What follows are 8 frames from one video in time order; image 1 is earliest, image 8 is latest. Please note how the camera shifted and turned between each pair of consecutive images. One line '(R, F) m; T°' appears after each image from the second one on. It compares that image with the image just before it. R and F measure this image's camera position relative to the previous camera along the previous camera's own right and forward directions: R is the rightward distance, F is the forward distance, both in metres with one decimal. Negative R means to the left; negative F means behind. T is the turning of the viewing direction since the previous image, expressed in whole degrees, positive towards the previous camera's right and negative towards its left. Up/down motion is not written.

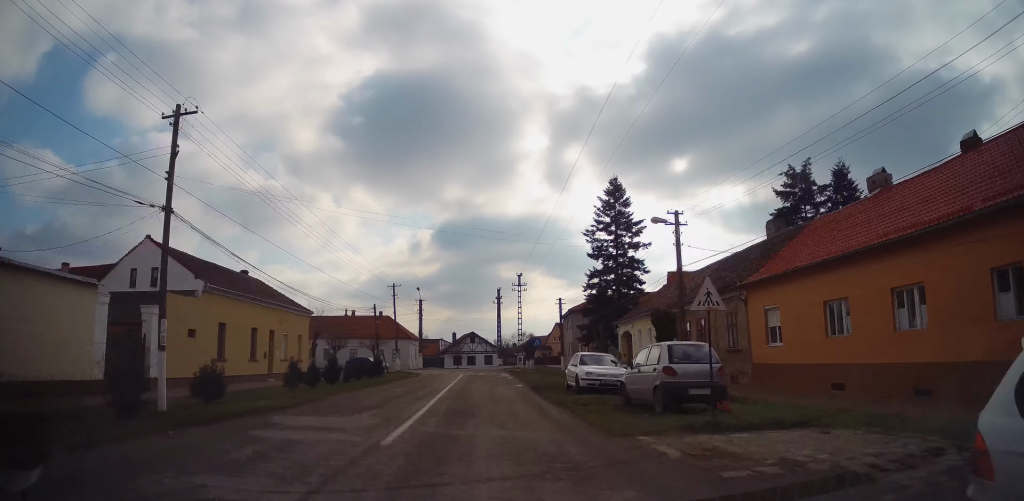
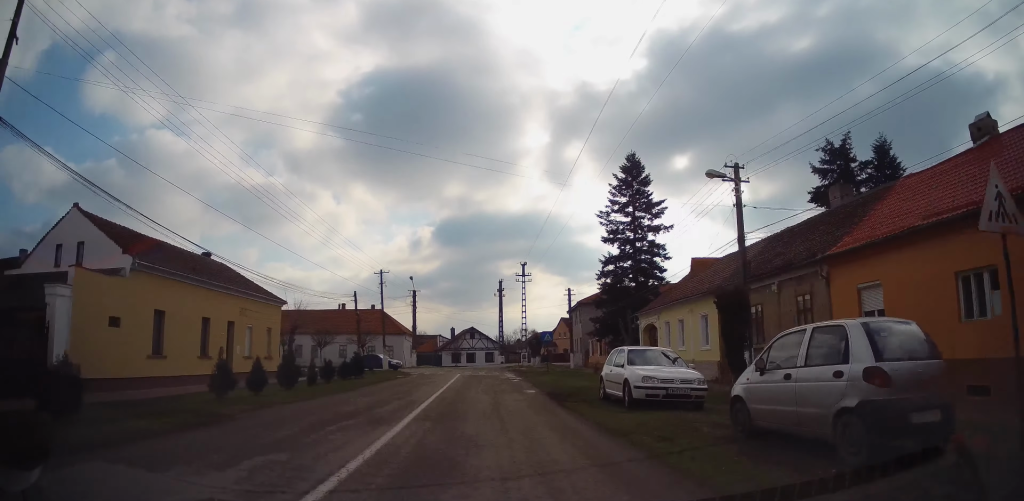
(+0.2, +6.0) m; 0°
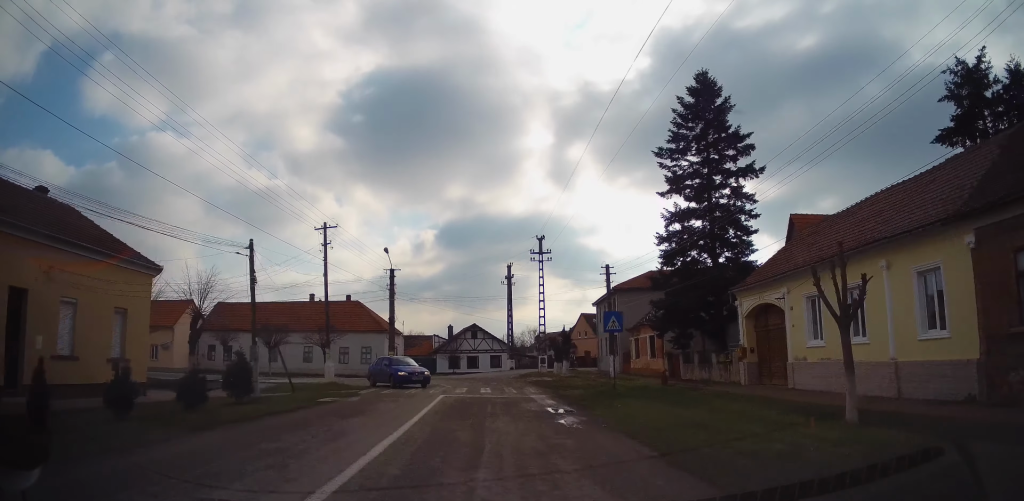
(0.0, +15.9) m; 0°
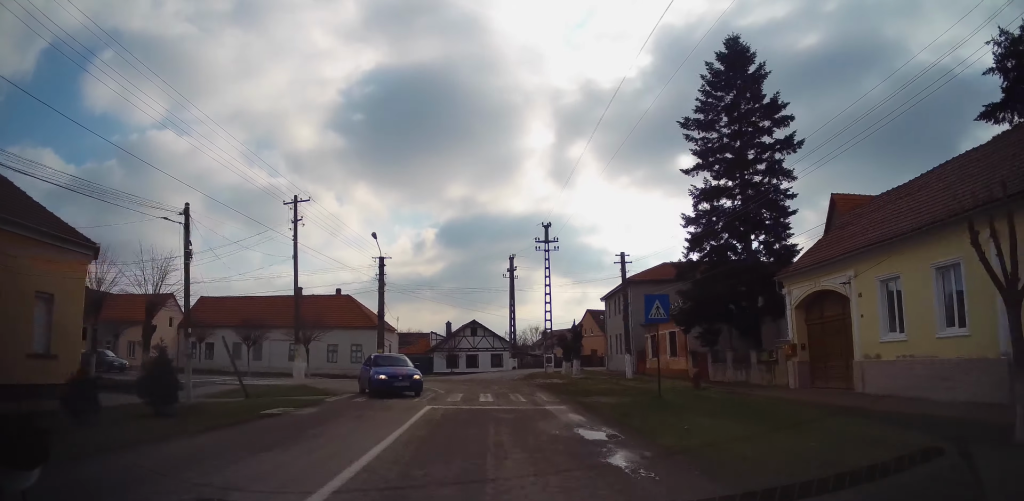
(+0.1, +4.0) m; -1°
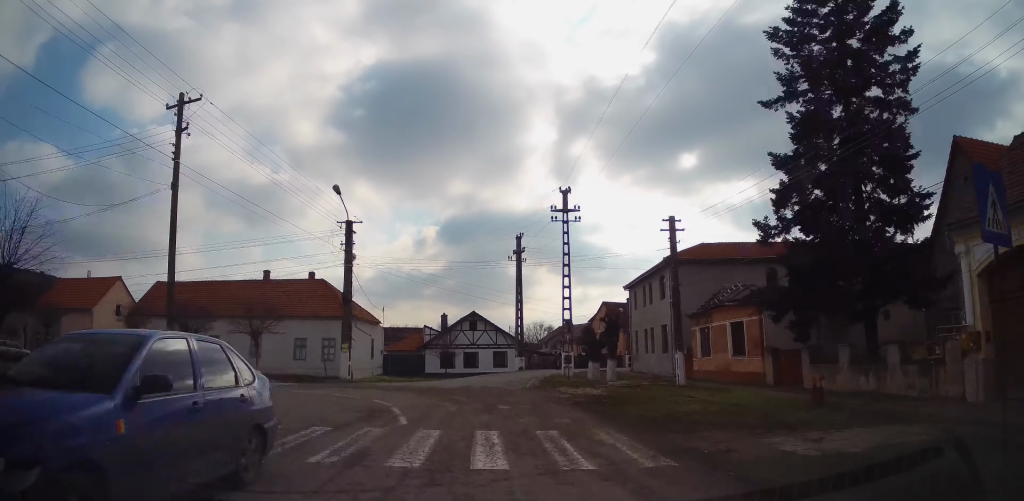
(-0.1, +9.0) m; -1°
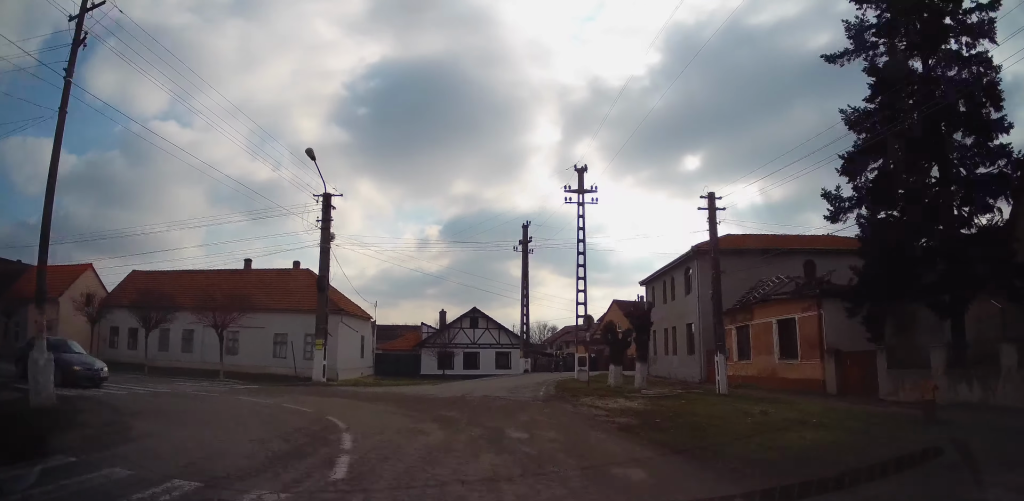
(-0.2, +4.7) m; 0°
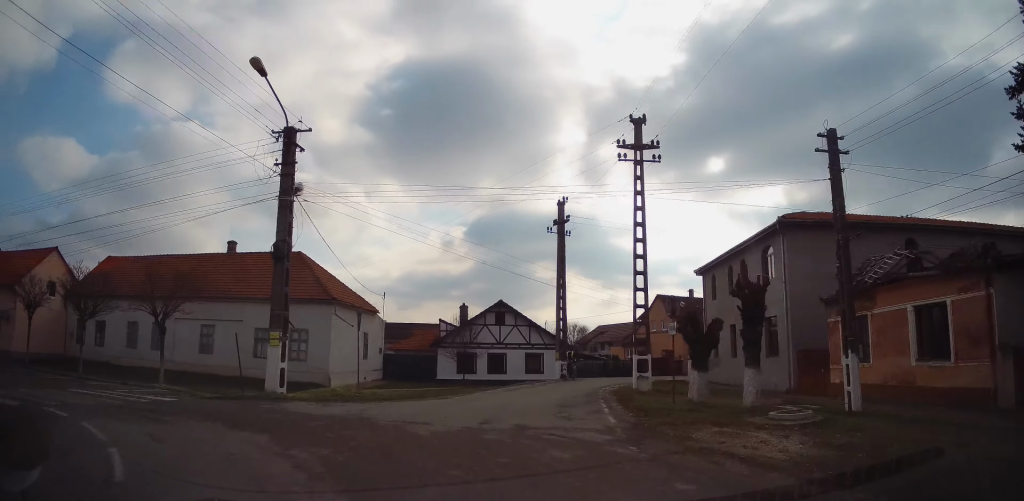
(0.0, +7.6) m; -9°
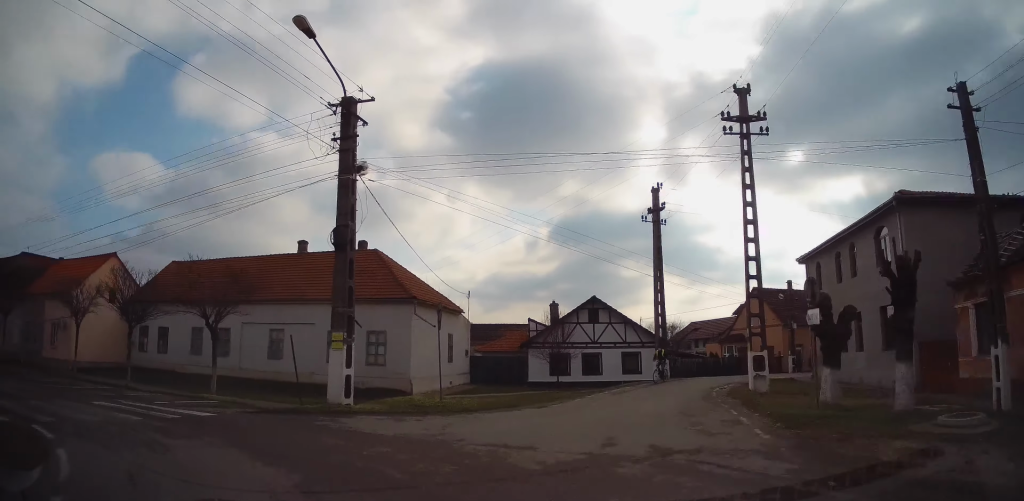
(-0.1, +2.8) m; -10°
